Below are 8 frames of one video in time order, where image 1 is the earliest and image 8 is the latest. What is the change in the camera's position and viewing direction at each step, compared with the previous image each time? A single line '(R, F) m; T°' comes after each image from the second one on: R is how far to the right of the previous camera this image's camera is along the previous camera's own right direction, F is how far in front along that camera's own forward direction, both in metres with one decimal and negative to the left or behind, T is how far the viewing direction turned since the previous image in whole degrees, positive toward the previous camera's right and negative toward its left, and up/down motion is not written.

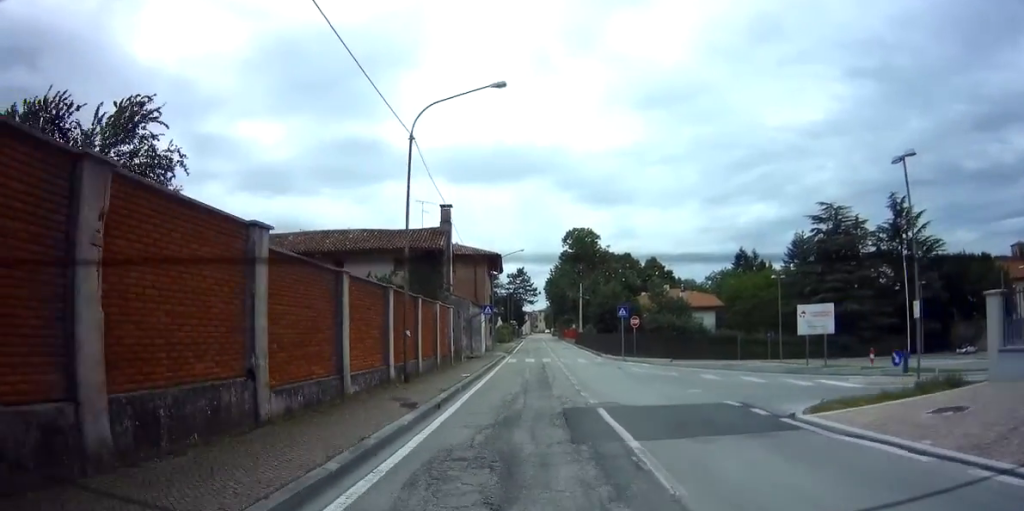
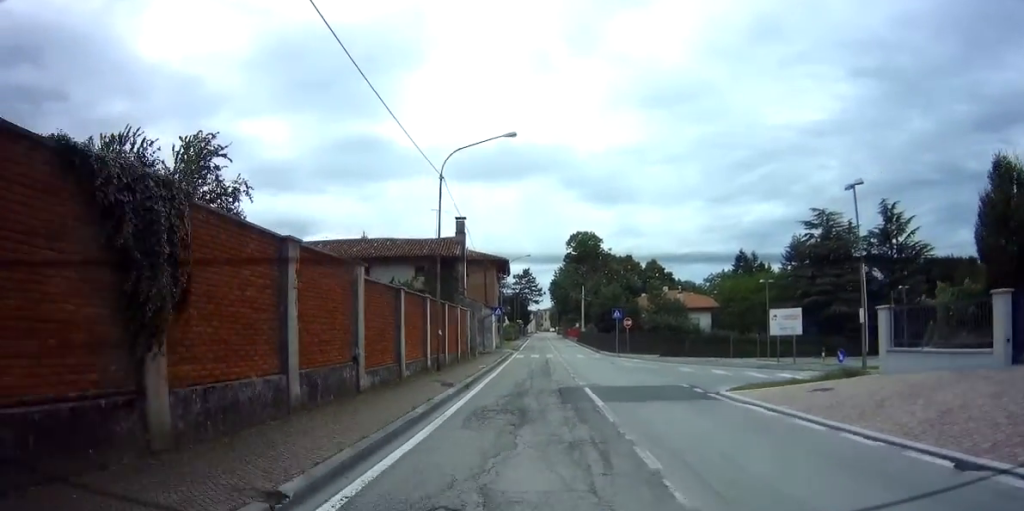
(-0.2, +4.9) m; 0°
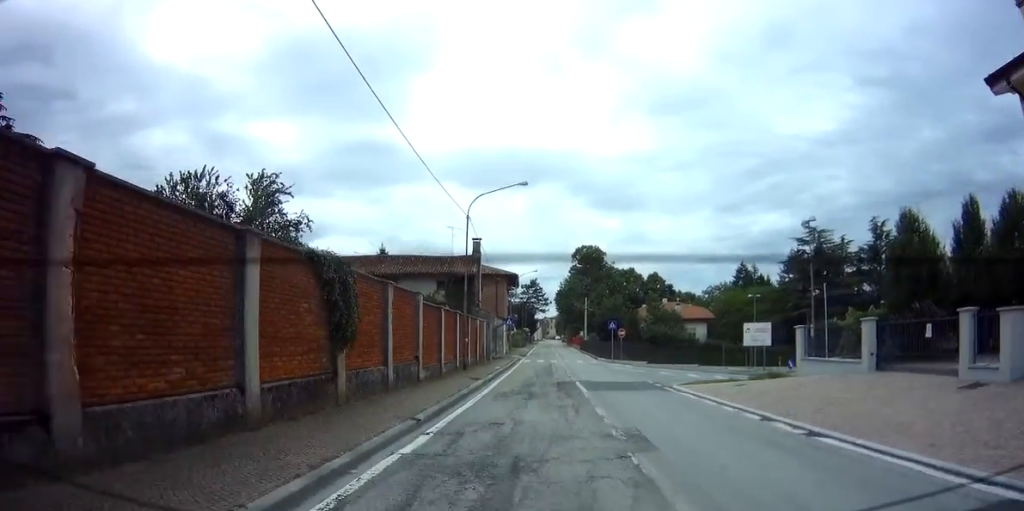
(+0.2, +6.2) m; +1°
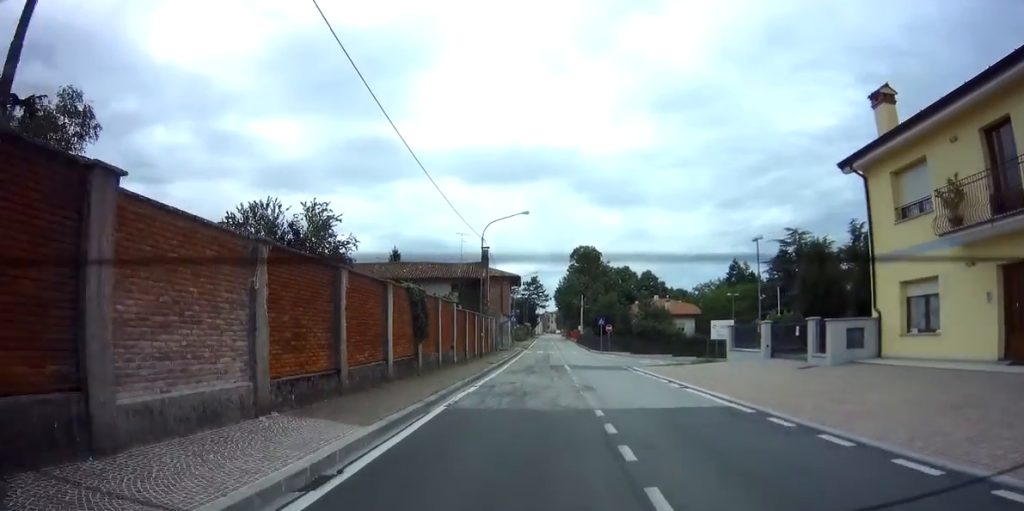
(-0.1, +7.8) m; -1°
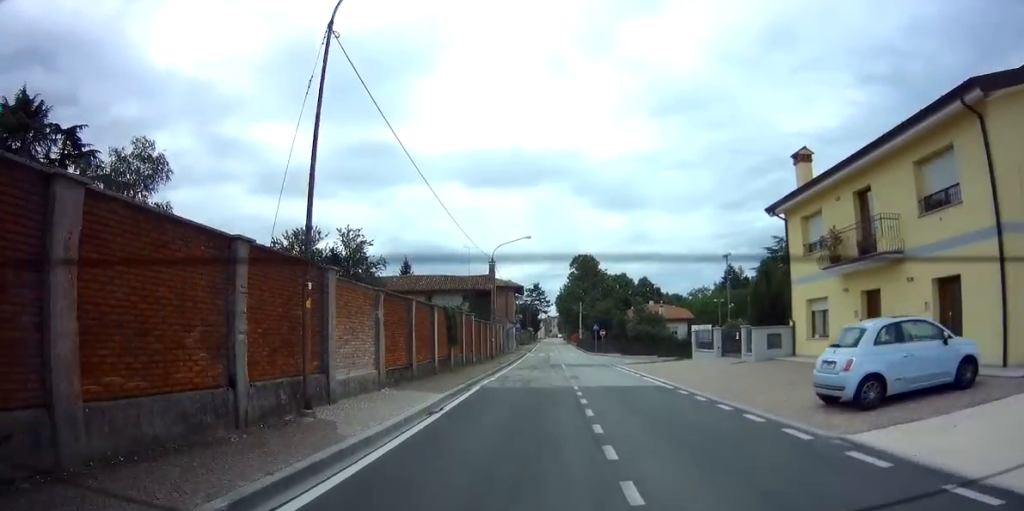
(0.0, +6.8) m; 0°
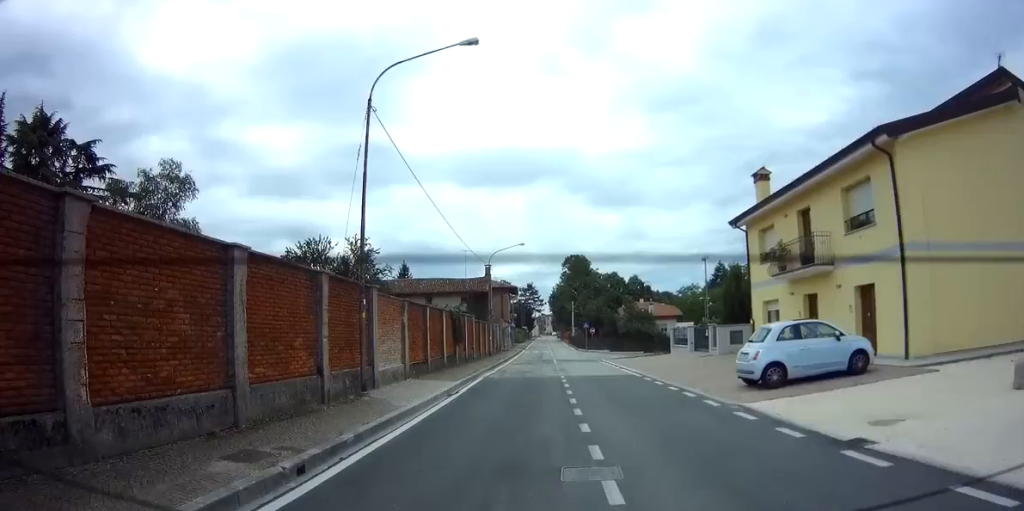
(0.0, +3.9) m; +2°
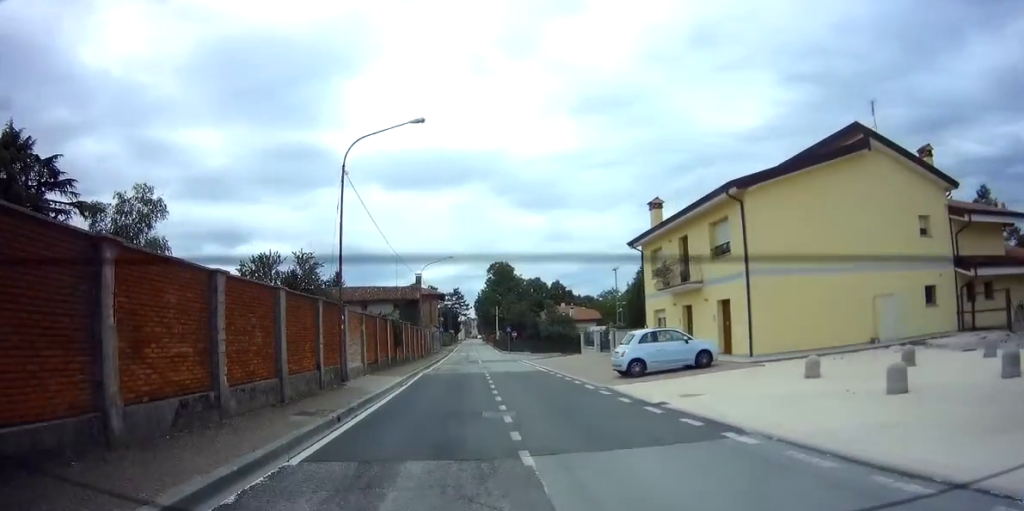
(0.0, +5.9) m; +6°
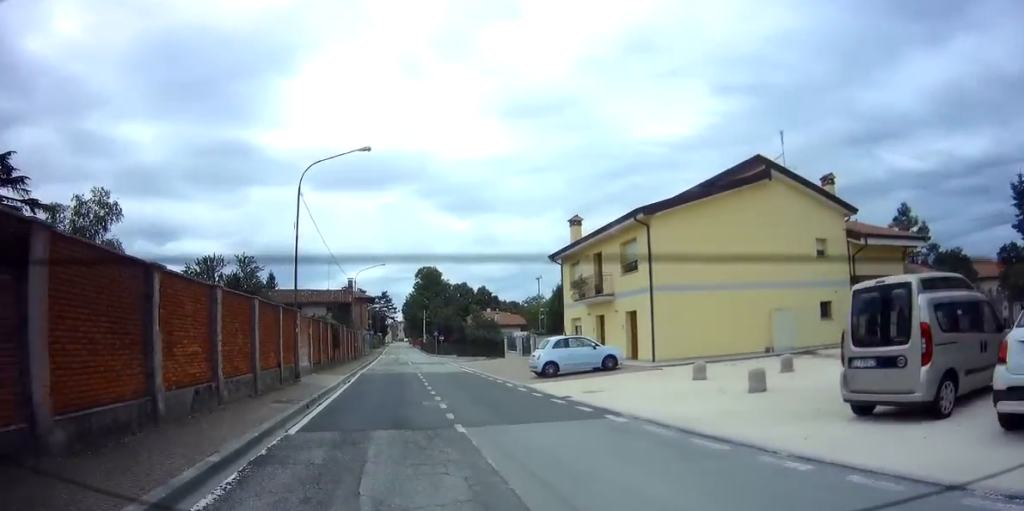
(+0.3, +3.0) m; +7°
